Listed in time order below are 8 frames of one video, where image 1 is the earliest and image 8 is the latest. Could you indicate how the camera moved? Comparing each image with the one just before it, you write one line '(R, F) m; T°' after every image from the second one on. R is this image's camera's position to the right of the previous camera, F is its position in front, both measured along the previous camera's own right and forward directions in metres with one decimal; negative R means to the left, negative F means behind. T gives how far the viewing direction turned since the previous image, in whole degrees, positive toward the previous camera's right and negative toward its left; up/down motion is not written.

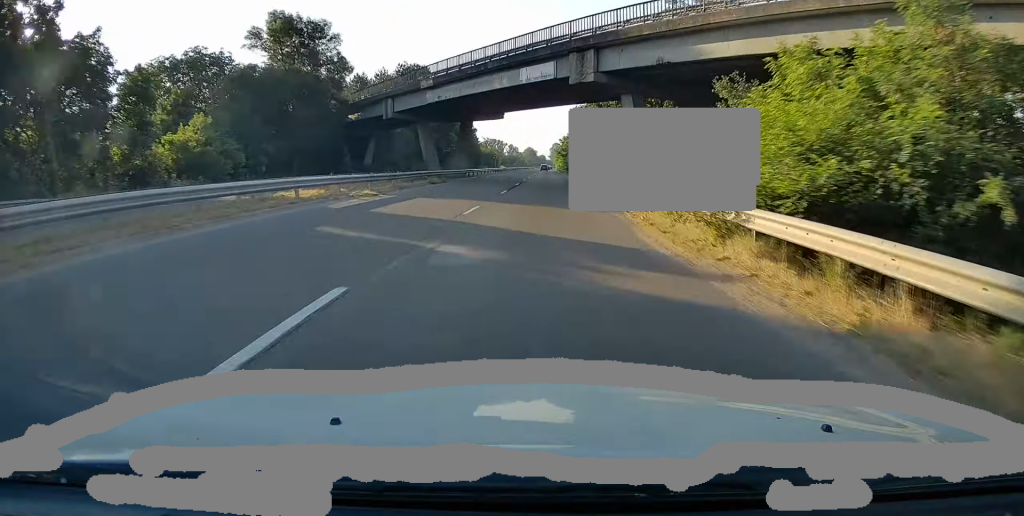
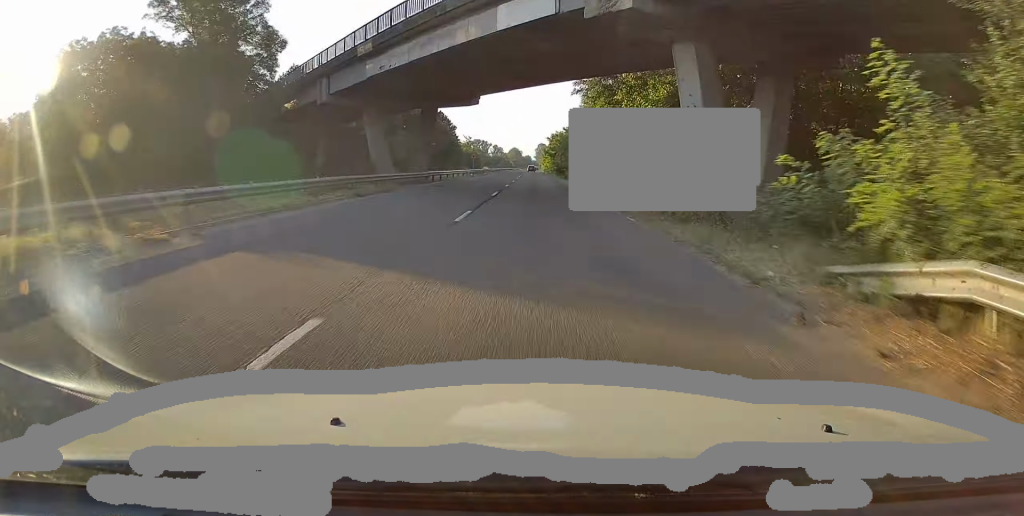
(+0.1, +13.6) m; +1°
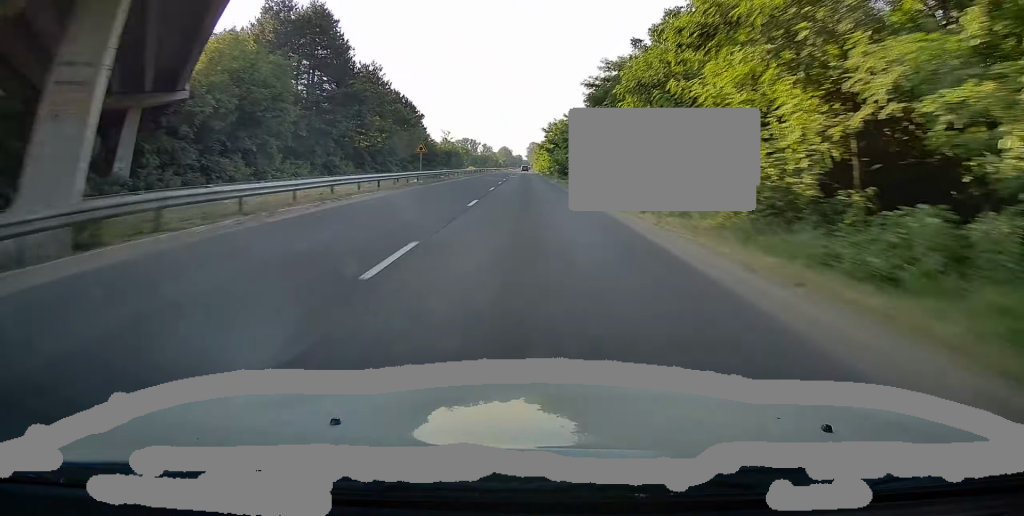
(+0.3, +31.5) m; 0°
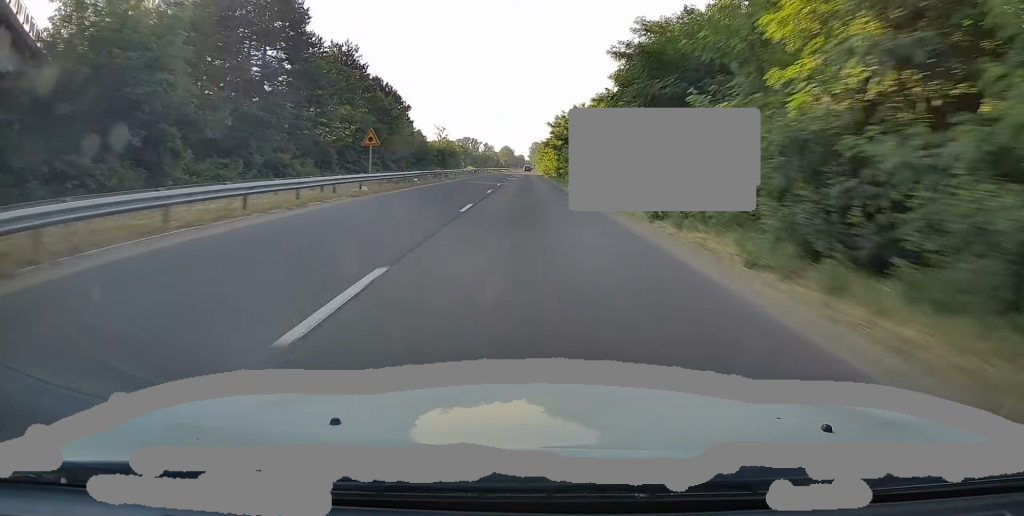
(-0.1, +14.7) m; 0°
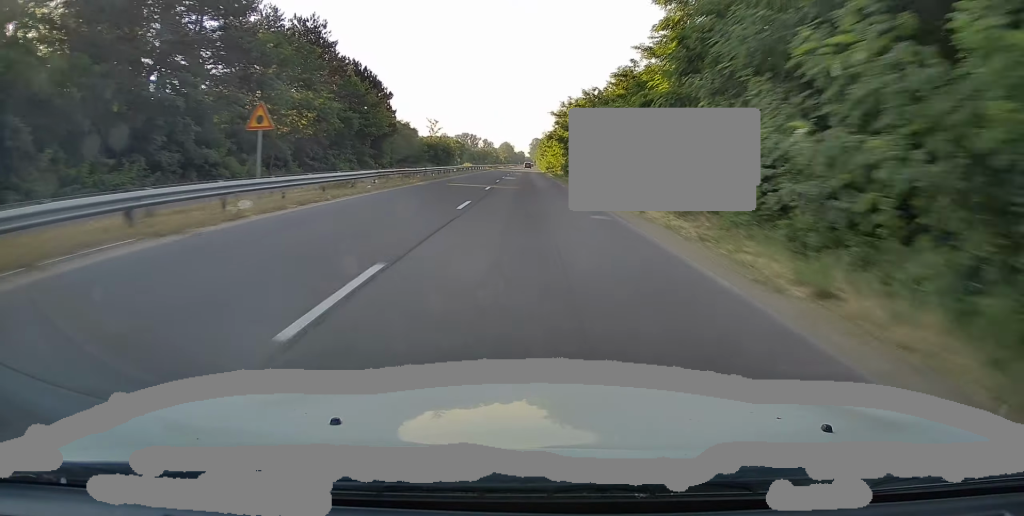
(-0.1, +12.3) m; 0°
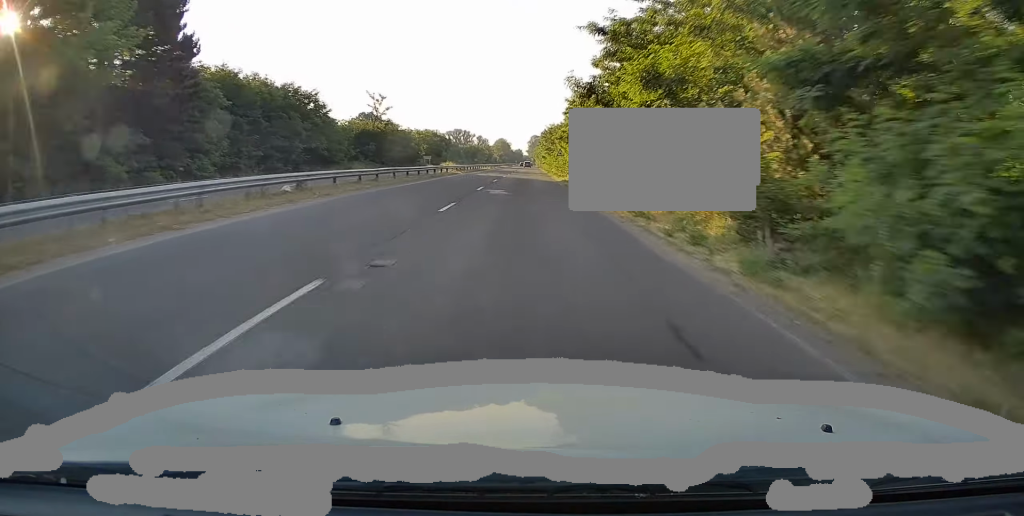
(+0.9, +49.5) m; +1°
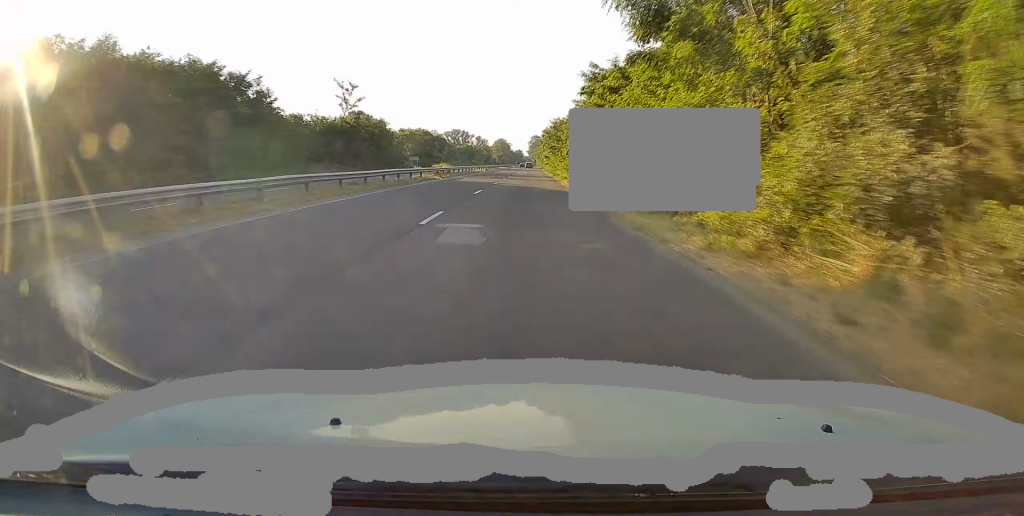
(-0.2, +14.8) m; -1°
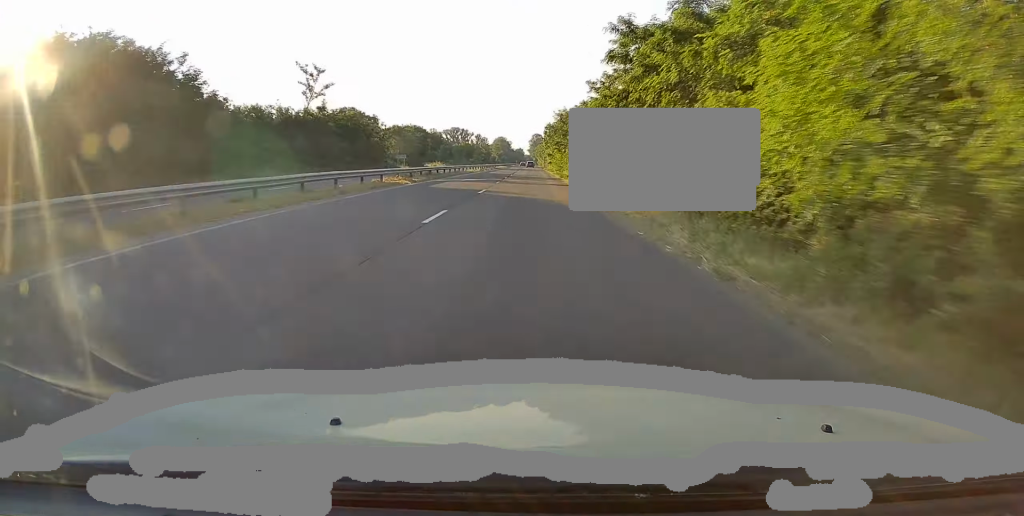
(-0.1, +12.3) m; -1°
